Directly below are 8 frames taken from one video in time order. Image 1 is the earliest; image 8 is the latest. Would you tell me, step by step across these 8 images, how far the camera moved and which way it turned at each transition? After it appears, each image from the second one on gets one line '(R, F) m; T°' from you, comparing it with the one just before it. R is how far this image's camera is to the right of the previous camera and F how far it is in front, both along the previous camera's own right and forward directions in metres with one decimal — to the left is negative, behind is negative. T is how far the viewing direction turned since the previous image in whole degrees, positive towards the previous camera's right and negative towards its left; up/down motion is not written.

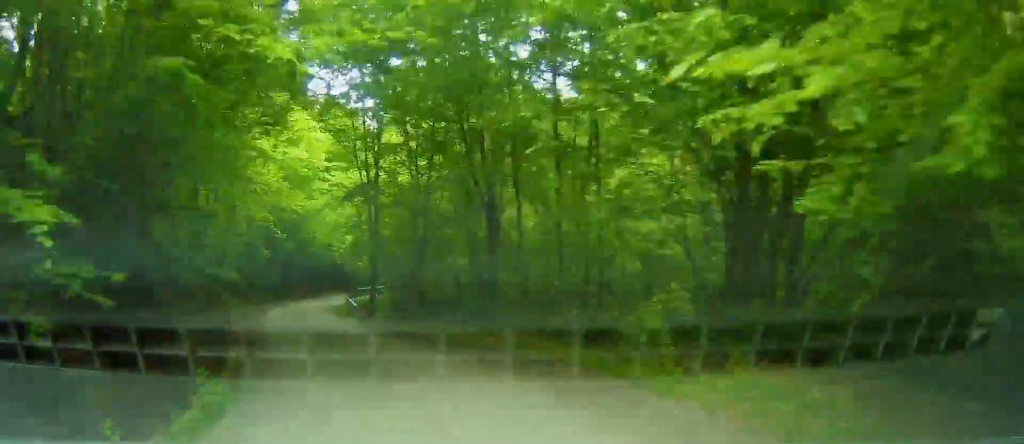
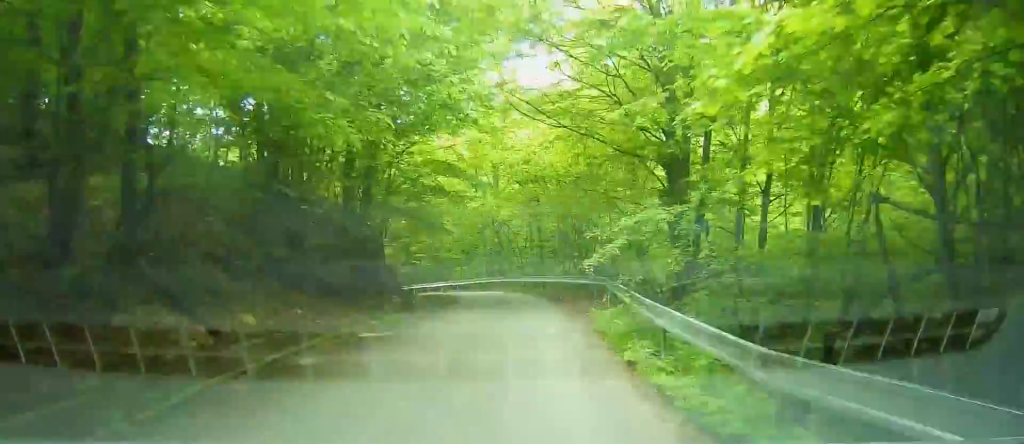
(-1.4, +39.1) m; -7°
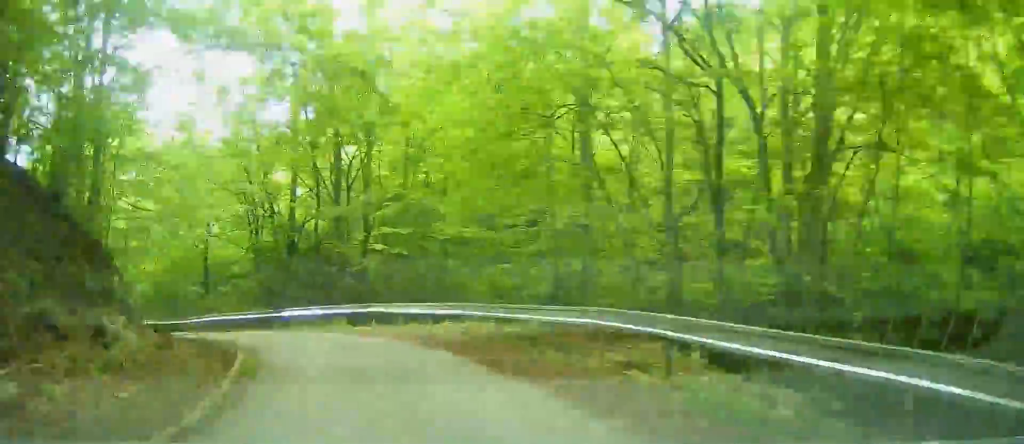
(-2.7, +27.7) m; -16°
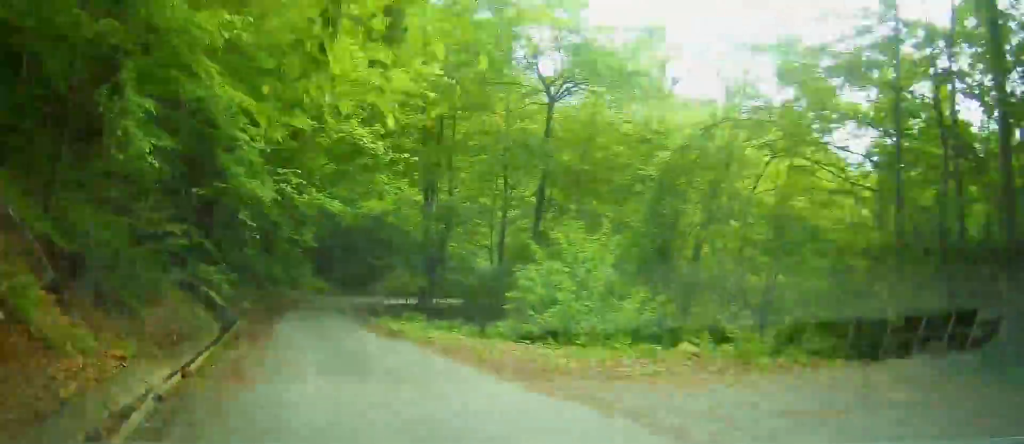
(-28.8, +60.0) m; -41°
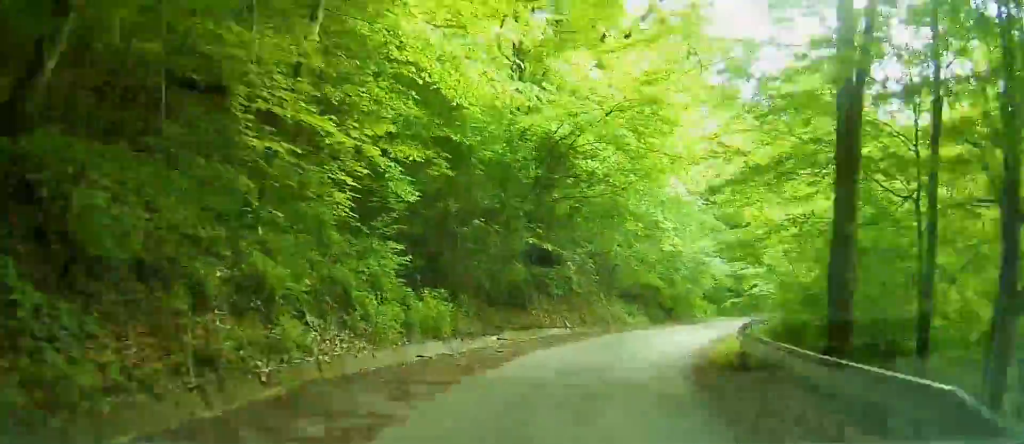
(-0.7, +29.7) m; +4°
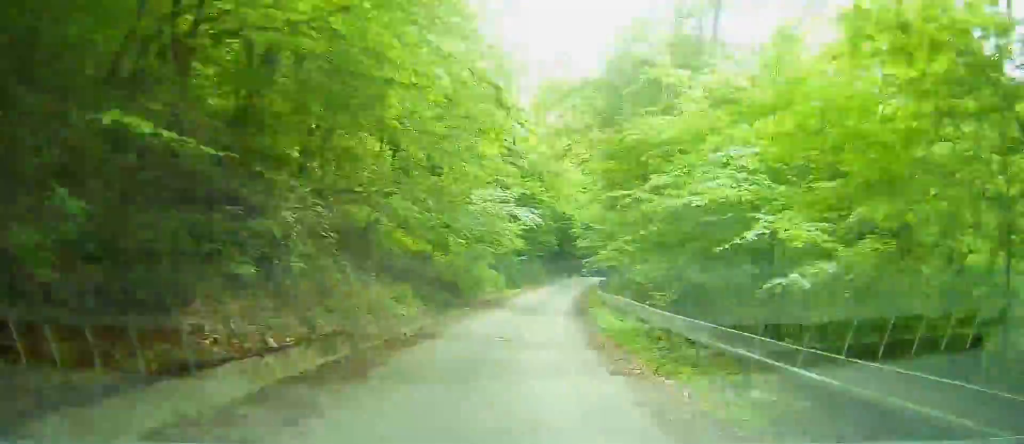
(+0.1, +13.2) m; +4°
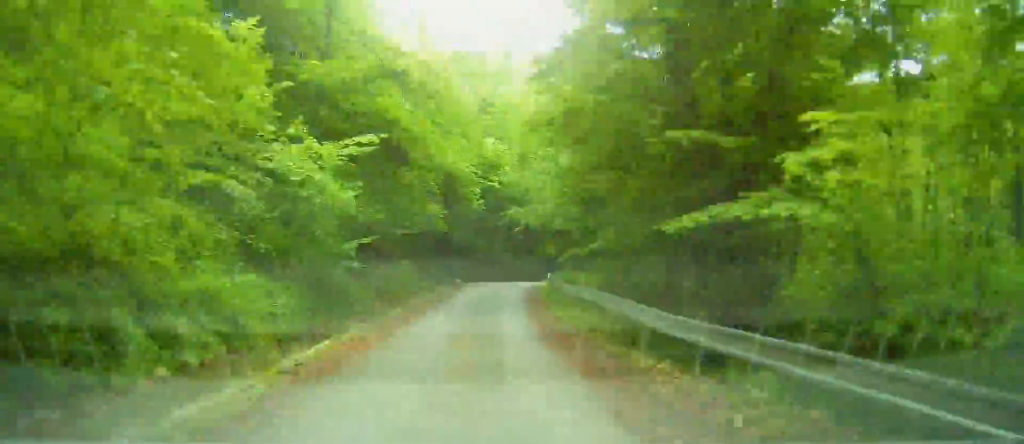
(+2.3, +26.1) m; +8°
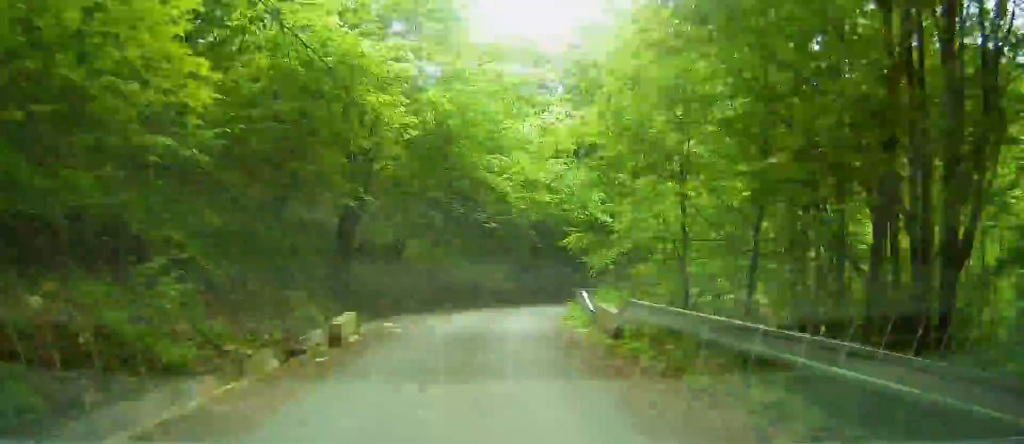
(+1.0, +19.6) m; +10°
